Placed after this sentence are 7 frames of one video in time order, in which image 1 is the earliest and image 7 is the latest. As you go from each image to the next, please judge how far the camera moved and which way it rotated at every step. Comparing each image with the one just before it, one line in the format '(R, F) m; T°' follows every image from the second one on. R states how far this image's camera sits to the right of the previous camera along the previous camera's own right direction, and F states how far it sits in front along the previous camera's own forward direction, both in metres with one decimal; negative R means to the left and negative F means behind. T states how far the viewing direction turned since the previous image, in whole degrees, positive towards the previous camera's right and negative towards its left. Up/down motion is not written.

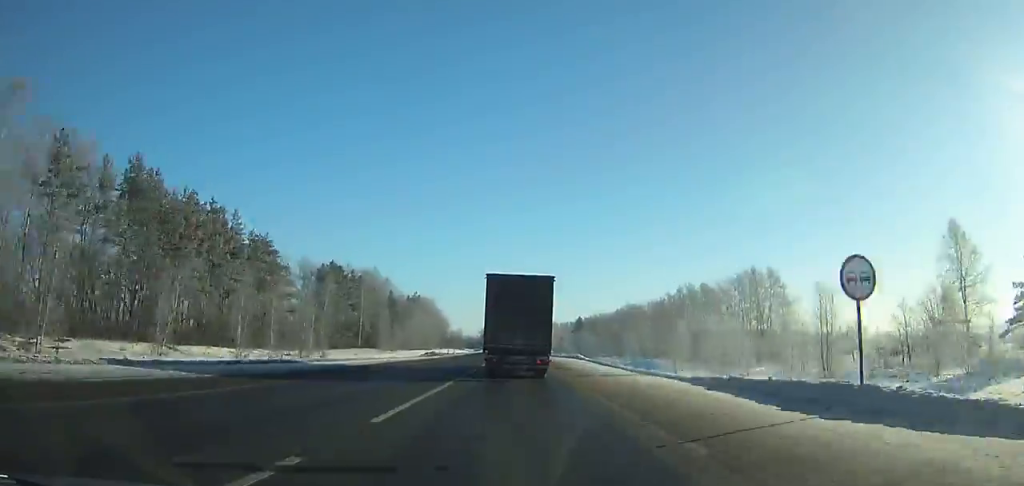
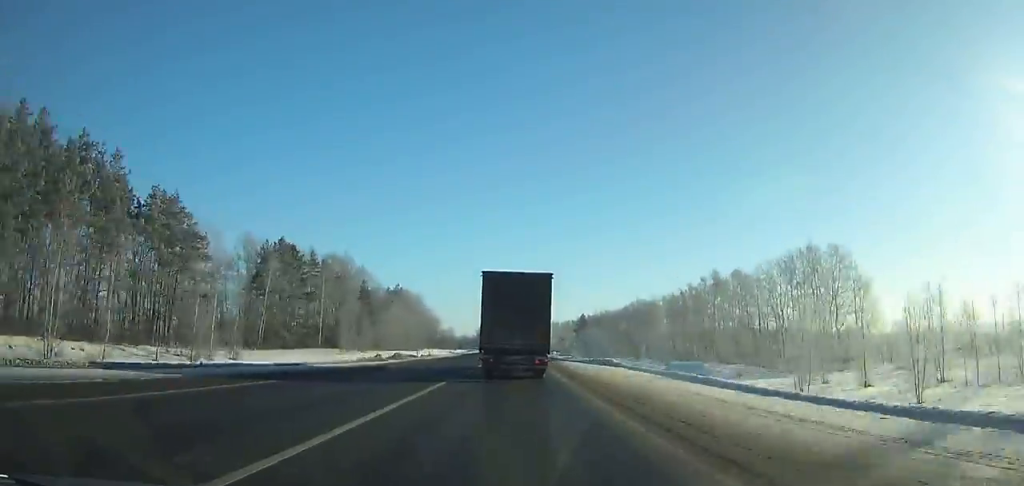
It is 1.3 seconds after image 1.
(+0.1, +27.1) m; 0°
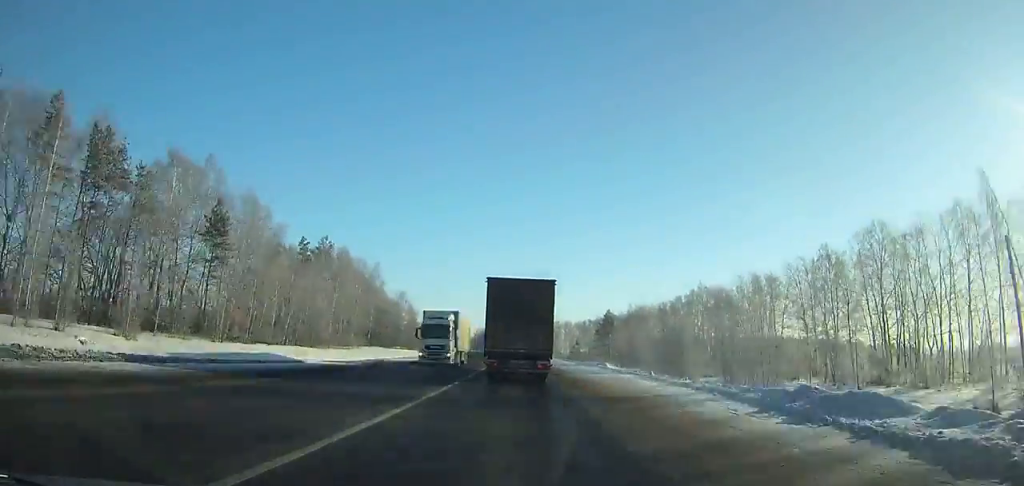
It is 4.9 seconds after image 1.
(-0.3, +72.6) m; 0°
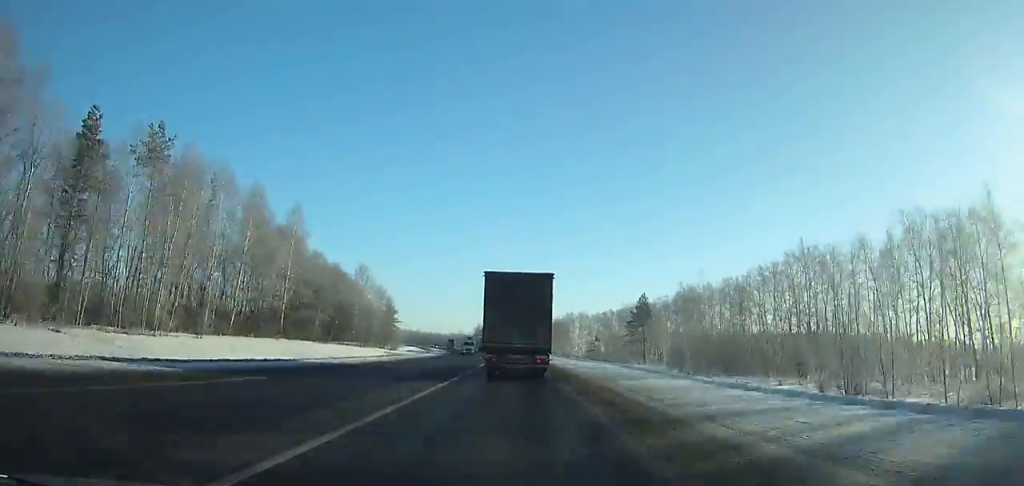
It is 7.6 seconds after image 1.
(0.0, +53.7) m; -1°
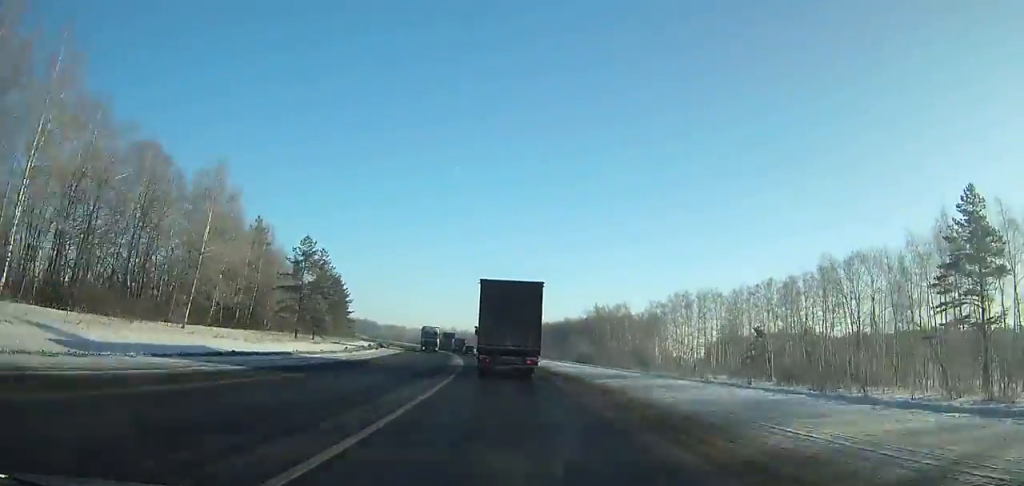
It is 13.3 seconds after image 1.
(-5.3, +112.5) m; -8°
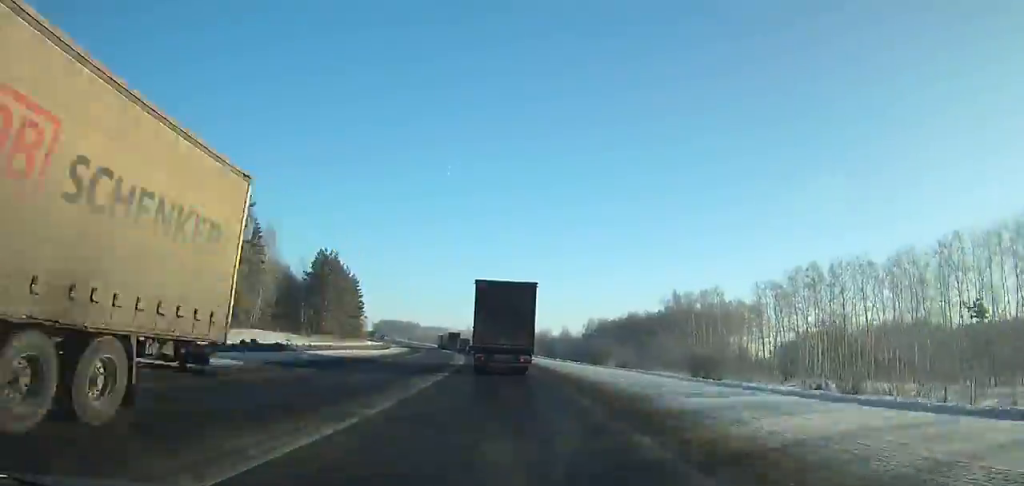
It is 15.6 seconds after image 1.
(-2.2, +45.4) m; -5°
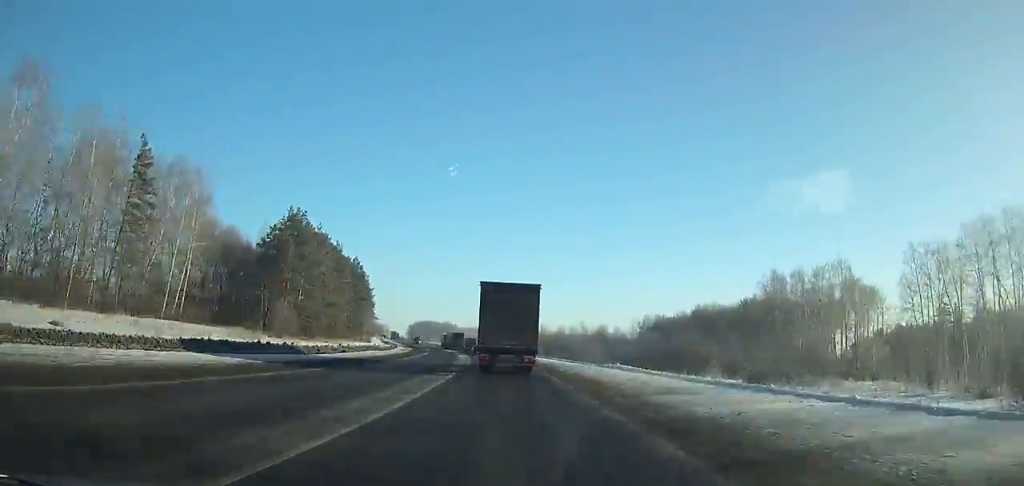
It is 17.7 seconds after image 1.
(-2.0, +41.1) m; -4°
